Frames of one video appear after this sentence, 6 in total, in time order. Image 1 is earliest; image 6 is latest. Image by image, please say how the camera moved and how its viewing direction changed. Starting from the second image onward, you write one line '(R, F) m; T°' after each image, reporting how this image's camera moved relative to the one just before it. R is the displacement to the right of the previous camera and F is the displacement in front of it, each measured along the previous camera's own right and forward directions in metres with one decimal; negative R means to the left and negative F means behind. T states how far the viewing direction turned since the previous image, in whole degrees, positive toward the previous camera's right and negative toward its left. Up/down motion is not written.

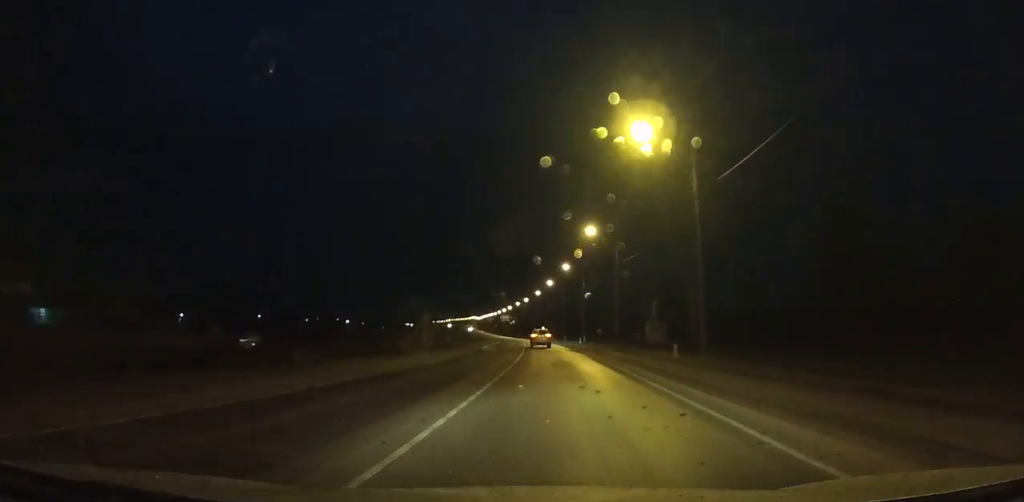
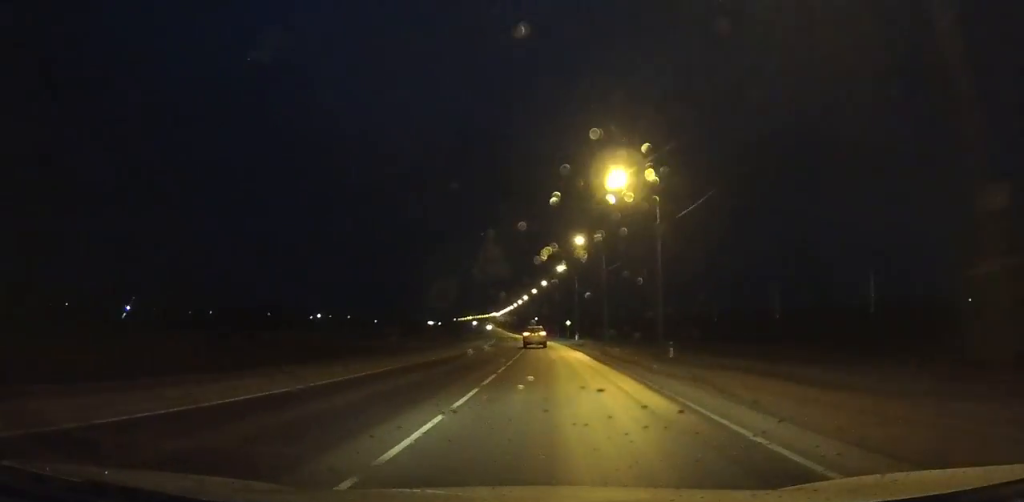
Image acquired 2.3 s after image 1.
(-1.2, +48.5) m; -2°
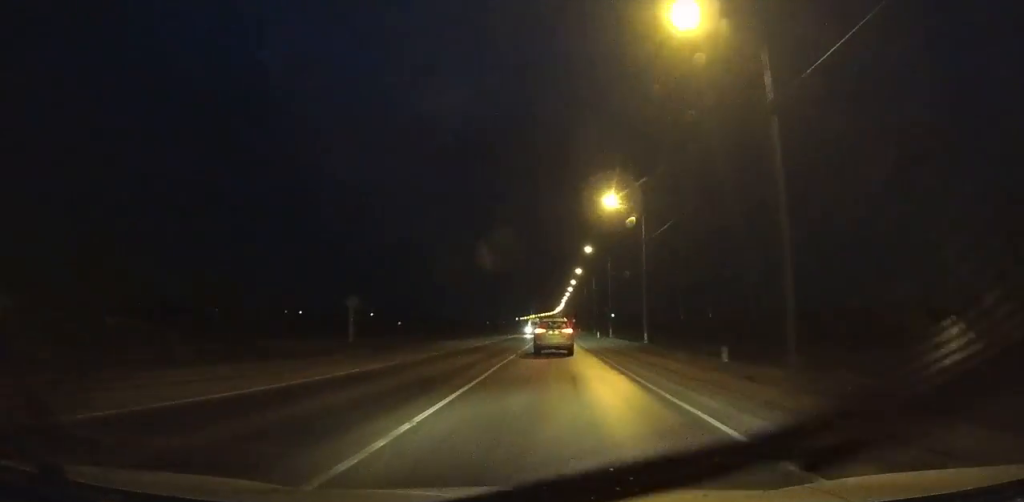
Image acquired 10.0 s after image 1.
(-9.2, +157.0) m; -5°
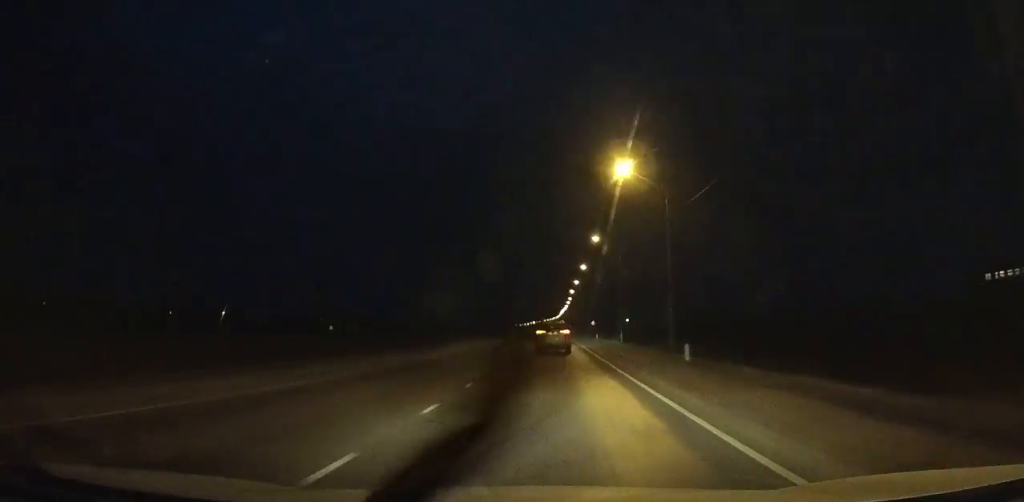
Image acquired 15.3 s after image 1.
(-0.5, +100.9) m; -1°
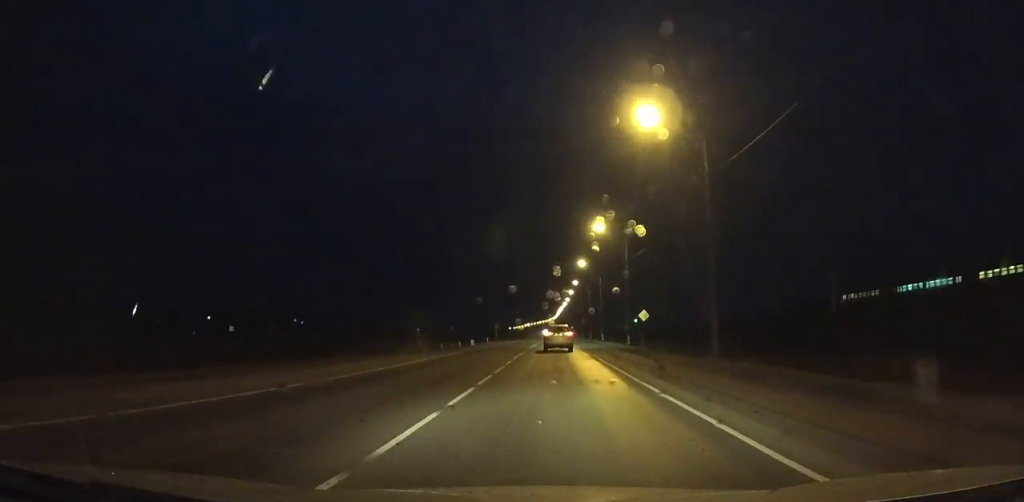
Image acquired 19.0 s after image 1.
(-0.1, +69.1) m; 0°
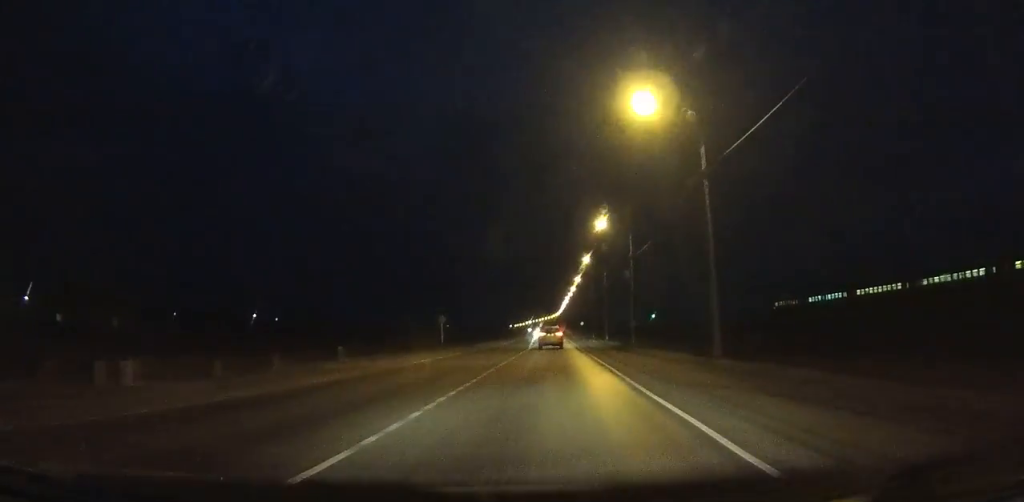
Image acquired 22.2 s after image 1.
(+0.1, +60.7) m; 0°
